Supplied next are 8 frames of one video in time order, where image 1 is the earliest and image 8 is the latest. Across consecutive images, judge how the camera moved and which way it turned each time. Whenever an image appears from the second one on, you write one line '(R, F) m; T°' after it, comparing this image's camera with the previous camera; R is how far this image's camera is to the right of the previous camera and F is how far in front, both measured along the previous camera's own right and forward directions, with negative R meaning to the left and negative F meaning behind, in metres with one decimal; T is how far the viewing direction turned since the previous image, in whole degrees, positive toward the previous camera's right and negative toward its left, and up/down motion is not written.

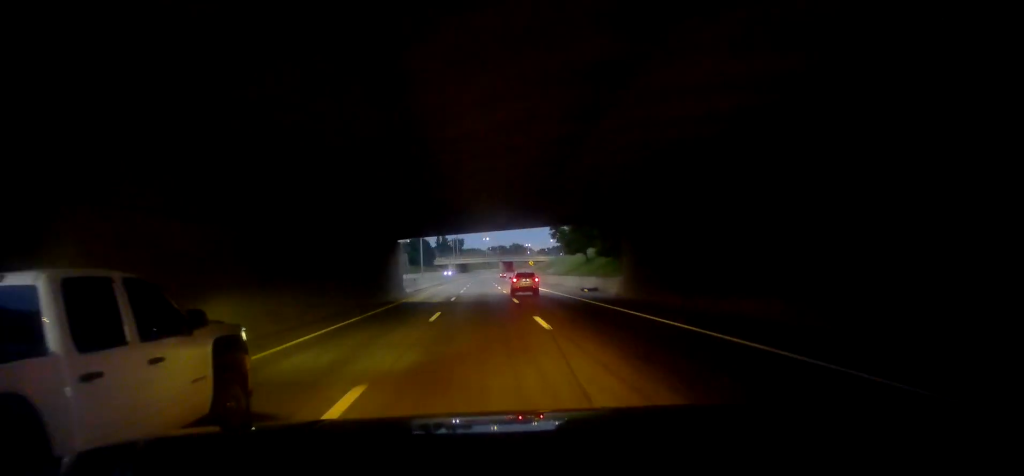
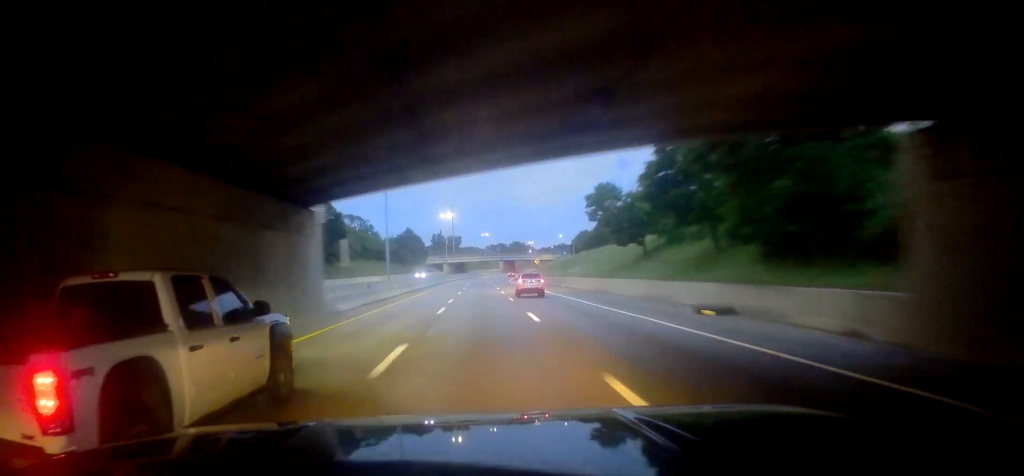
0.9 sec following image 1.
(+0.3, +26.1) m; +1°
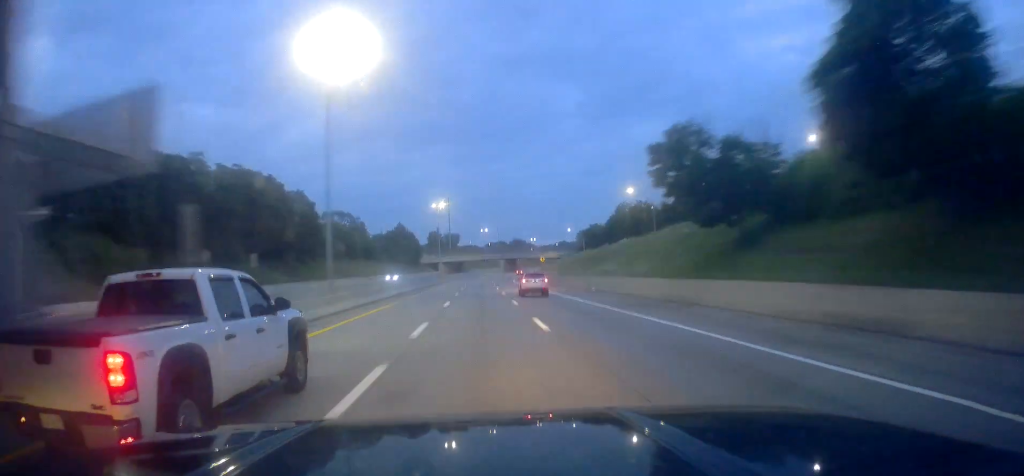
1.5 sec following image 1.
(0.0, +18.1) m; 0°
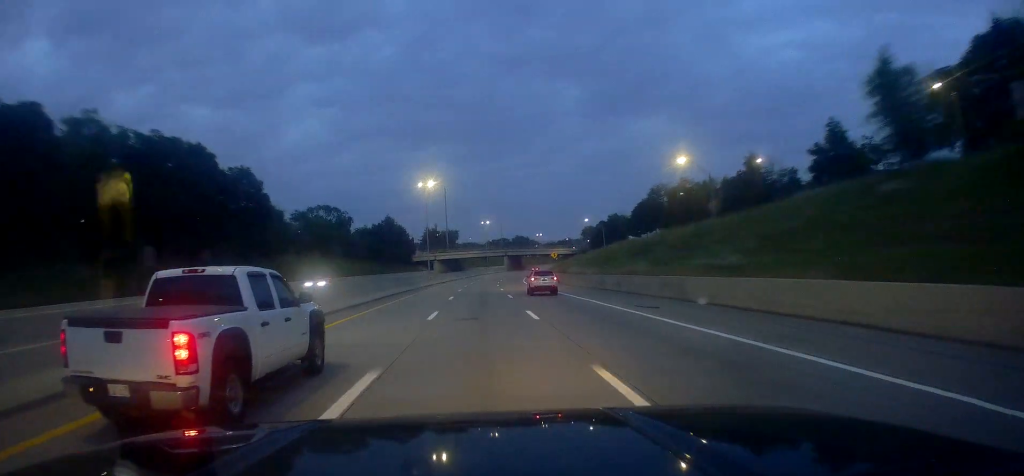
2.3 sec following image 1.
(0.0, +24.0) m; -1°
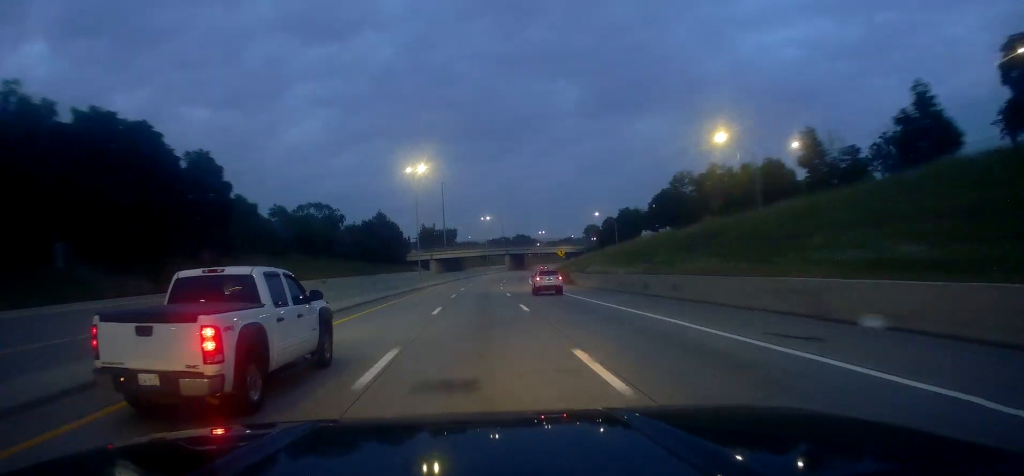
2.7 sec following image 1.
(+0.1, +12.0) m; 0°
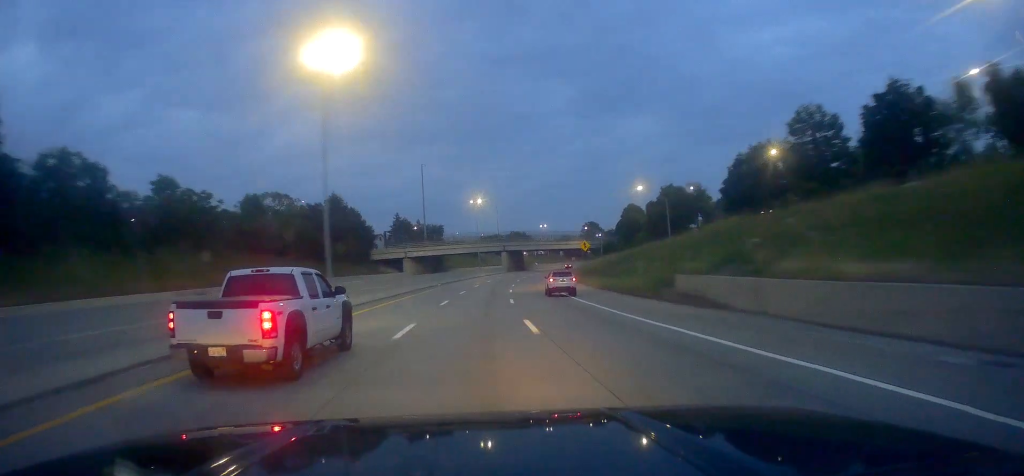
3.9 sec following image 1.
(-0.5, +38.0) m; 0°
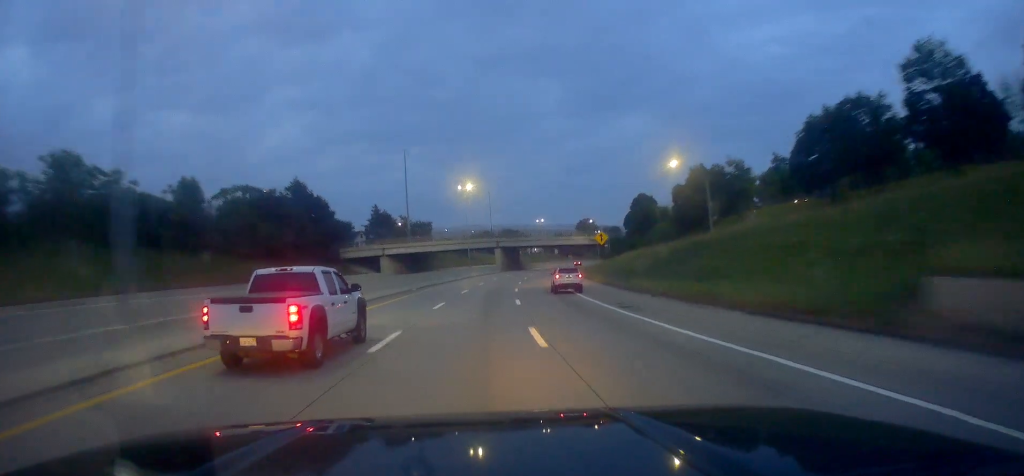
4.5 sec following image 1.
(+0.1, +18.1) m; +1°
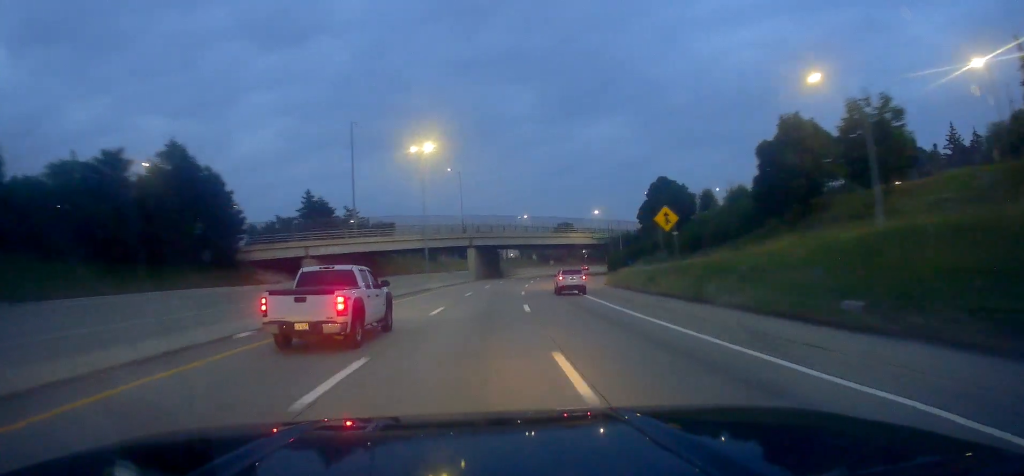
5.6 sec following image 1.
(+0.7, +33.2) m; +1°
